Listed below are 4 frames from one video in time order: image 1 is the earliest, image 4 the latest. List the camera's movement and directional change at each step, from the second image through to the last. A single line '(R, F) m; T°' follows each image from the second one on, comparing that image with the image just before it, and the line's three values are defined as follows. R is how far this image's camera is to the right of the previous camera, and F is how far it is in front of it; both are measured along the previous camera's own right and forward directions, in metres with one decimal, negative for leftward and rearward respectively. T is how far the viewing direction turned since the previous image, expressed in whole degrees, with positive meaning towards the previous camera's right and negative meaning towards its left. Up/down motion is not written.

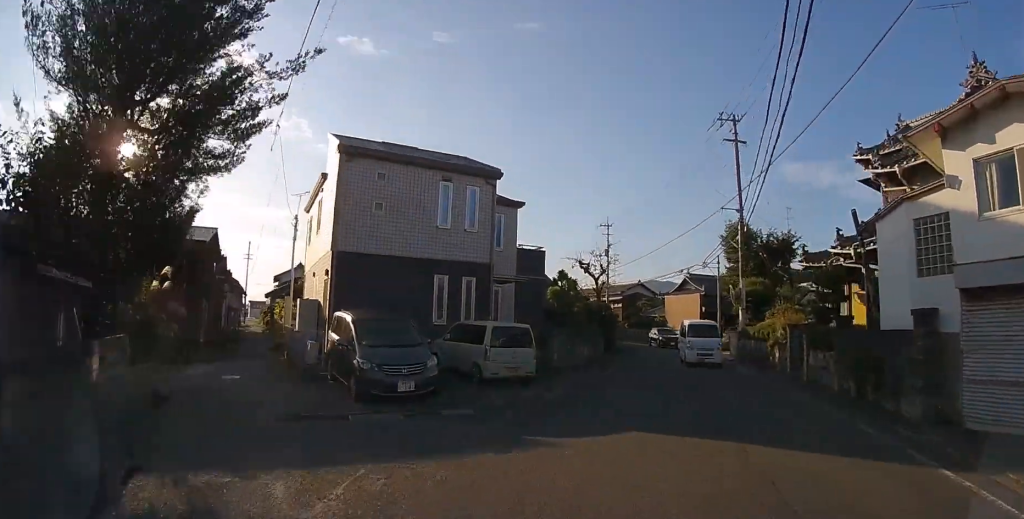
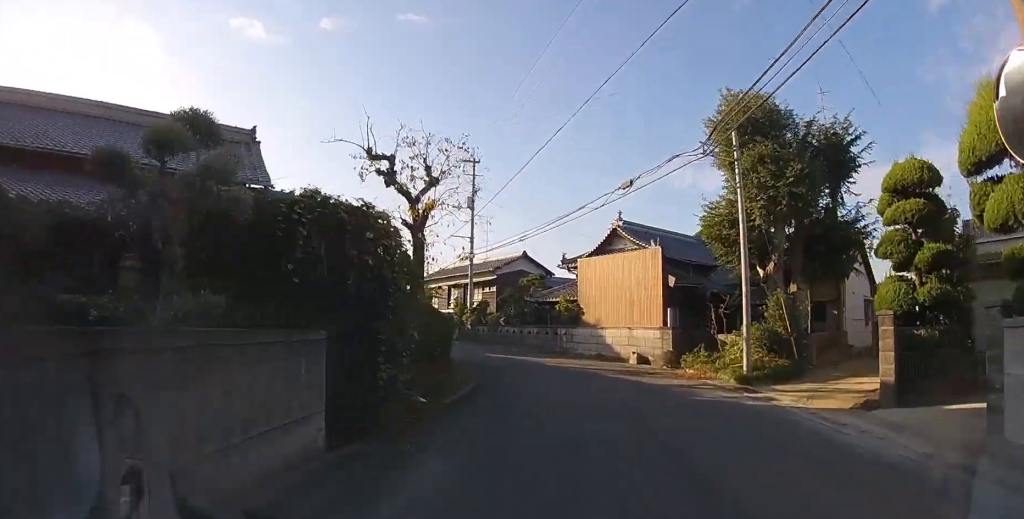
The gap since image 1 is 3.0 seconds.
(+5.9, +20.1) m; +26°
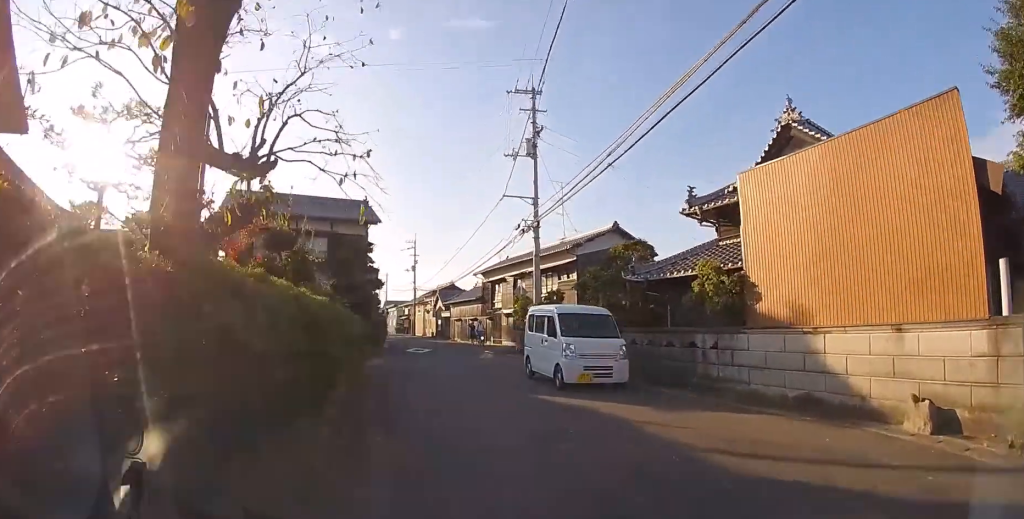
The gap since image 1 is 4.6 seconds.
(-0.8, +12.2) m; -12°
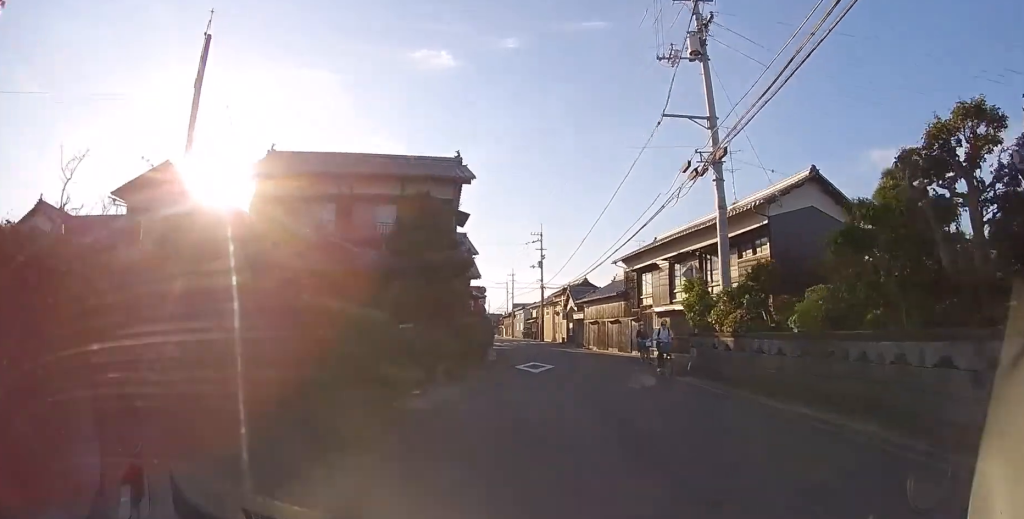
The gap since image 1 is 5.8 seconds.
(-1.1, +9.3) m; -11°
